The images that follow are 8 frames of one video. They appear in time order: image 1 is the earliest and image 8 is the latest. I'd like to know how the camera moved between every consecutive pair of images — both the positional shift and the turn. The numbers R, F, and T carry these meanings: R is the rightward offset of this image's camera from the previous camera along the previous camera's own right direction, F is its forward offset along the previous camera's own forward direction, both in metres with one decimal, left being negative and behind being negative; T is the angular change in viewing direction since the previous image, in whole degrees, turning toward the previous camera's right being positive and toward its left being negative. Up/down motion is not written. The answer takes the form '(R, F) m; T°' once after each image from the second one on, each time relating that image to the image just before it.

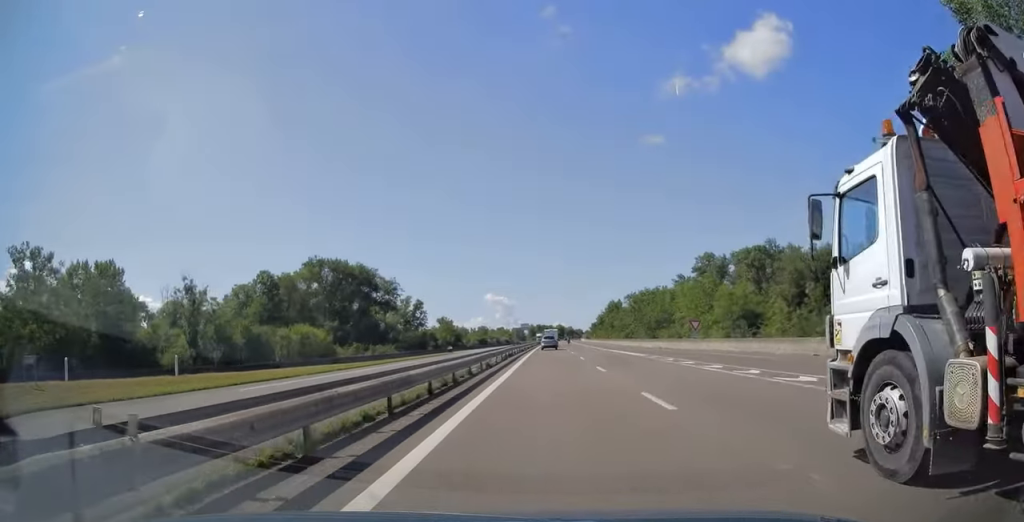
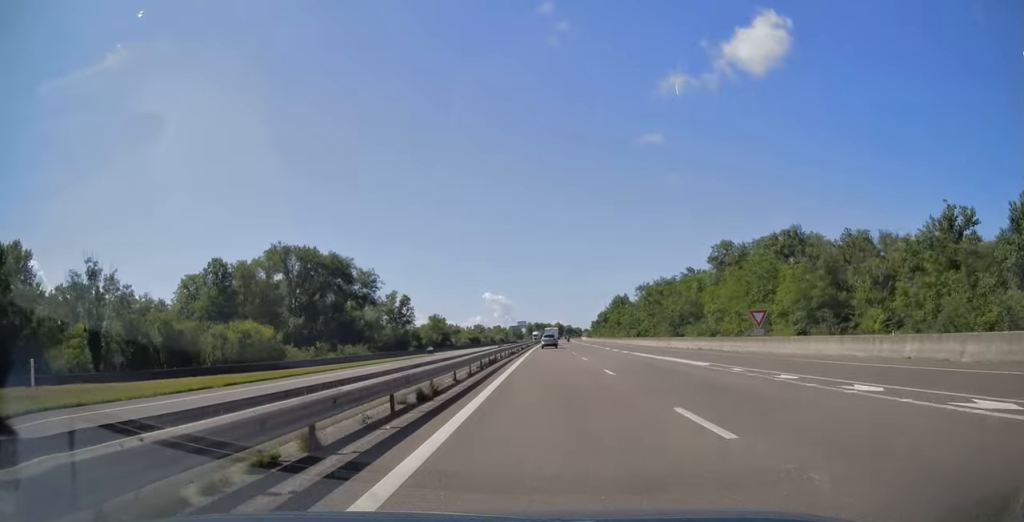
(0.0, +15.7) m; 0°
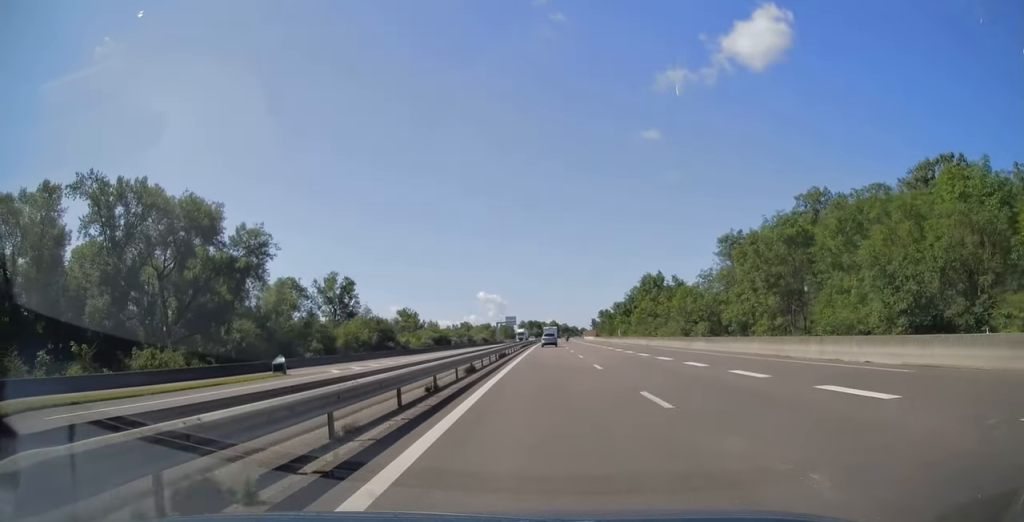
(+0.2, +47.3) m; +1°
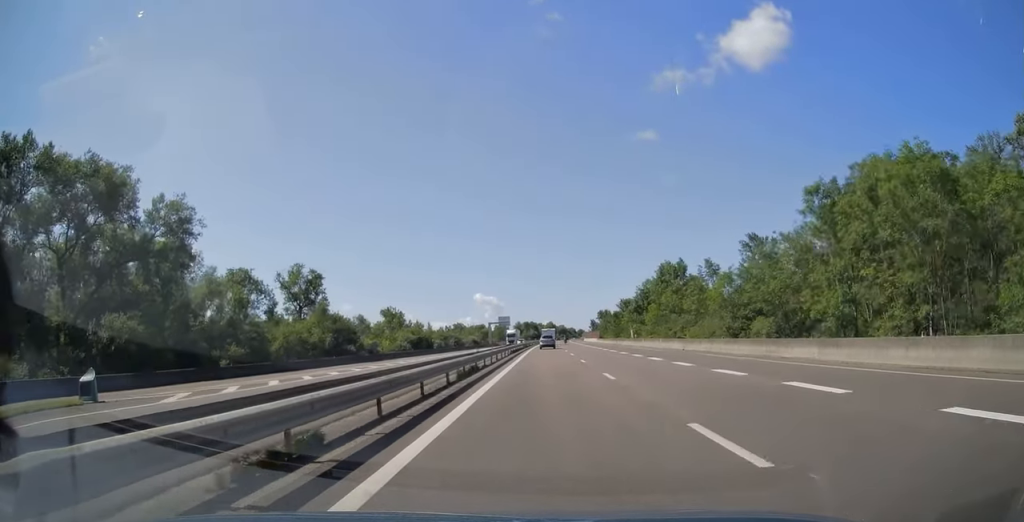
(0.0, +17.3) m; 0°
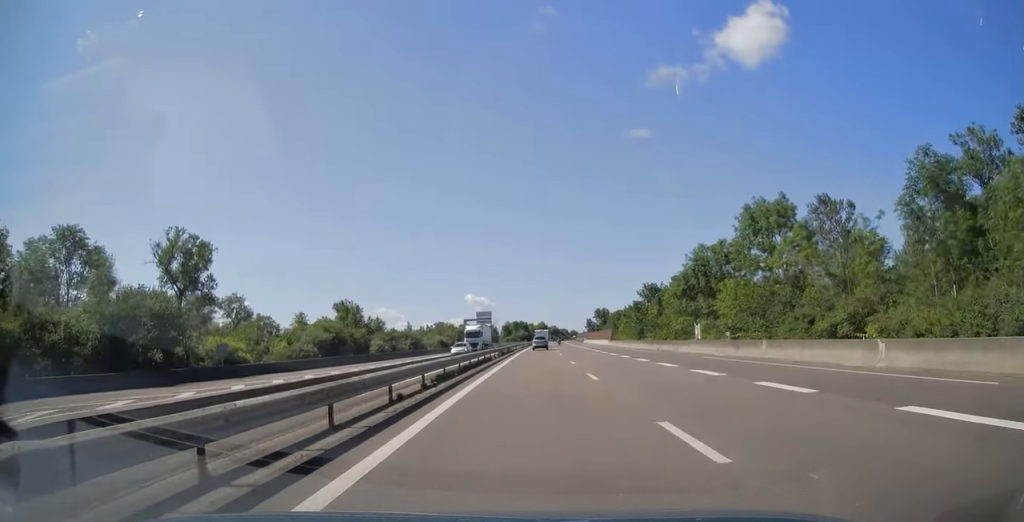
(+0.3, +37.3) m; +1°
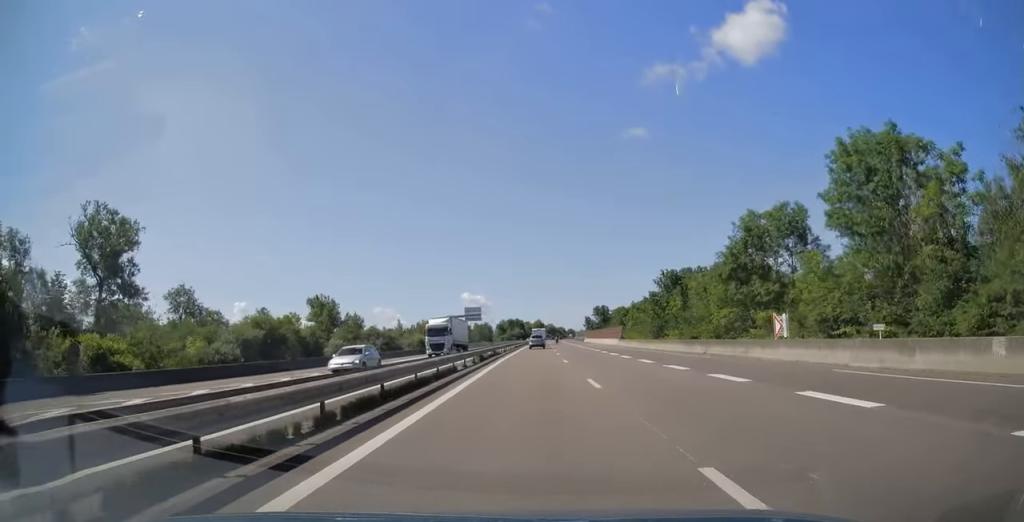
(+0.1, +15.7) m; 0°
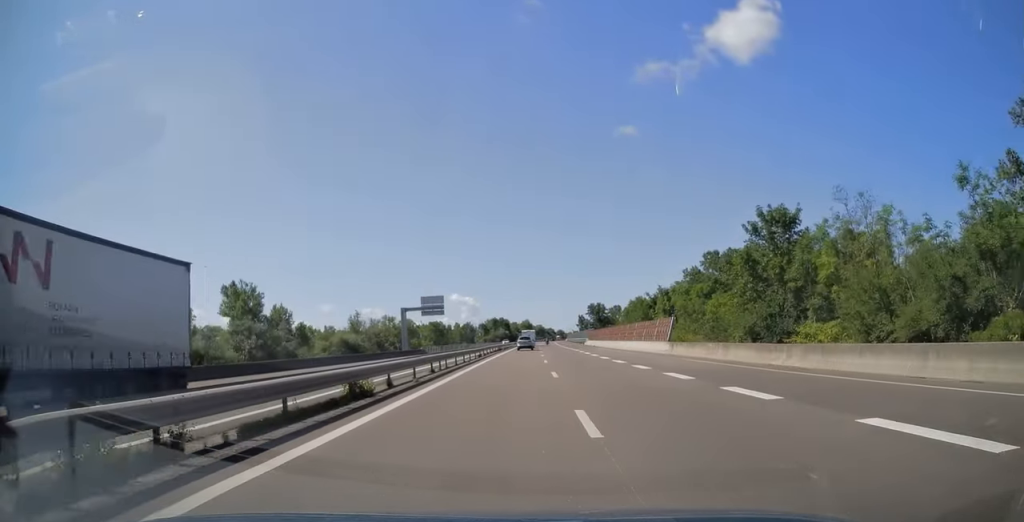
(+0.1, +35.7) m; +1°
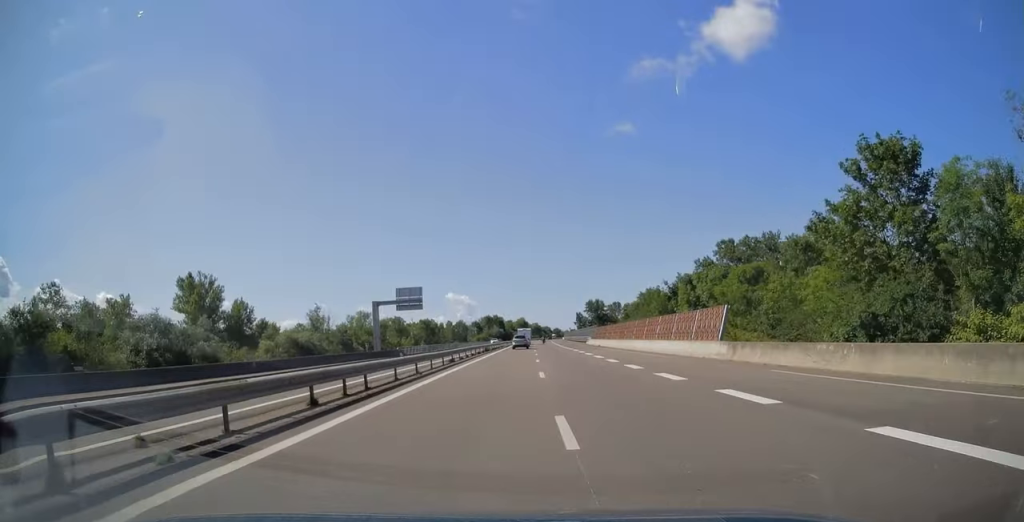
(0.0, +13.5) m; 0°
